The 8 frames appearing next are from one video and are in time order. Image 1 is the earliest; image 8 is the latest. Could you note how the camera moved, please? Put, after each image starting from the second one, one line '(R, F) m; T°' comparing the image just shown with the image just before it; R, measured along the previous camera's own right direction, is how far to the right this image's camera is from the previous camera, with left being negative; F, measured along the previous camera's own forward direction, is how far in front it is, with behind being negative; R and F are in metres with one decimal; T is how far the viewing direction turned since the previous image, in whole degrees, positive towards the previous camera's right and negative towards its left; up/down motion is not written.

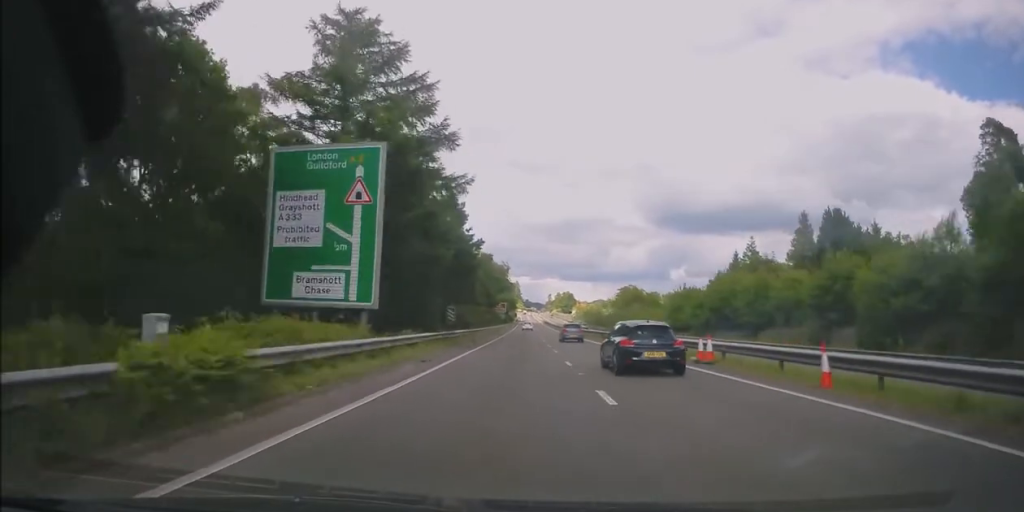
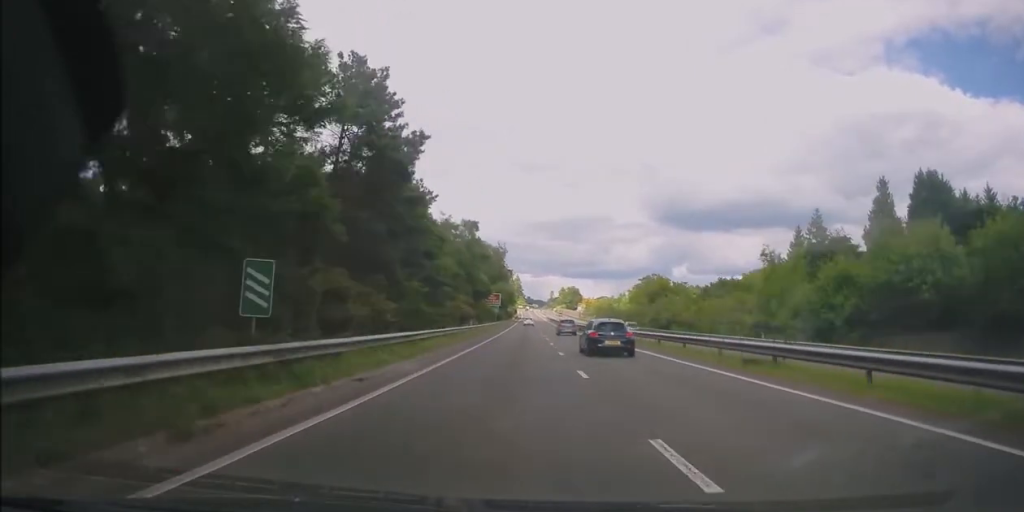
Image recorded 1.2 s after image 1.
(+0.3, +32.8) m; +1°
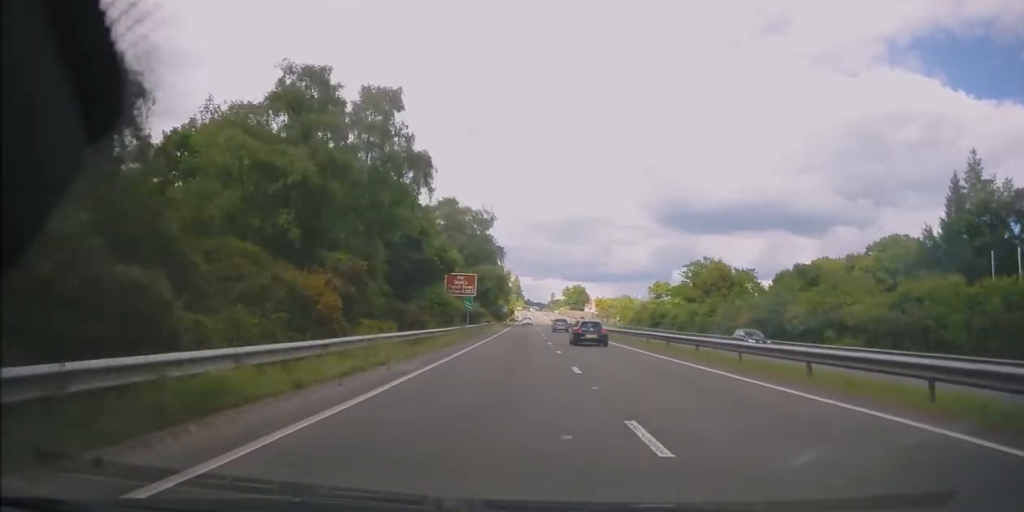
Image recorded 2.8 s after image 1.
(+0.1, +45.0) m; -1°
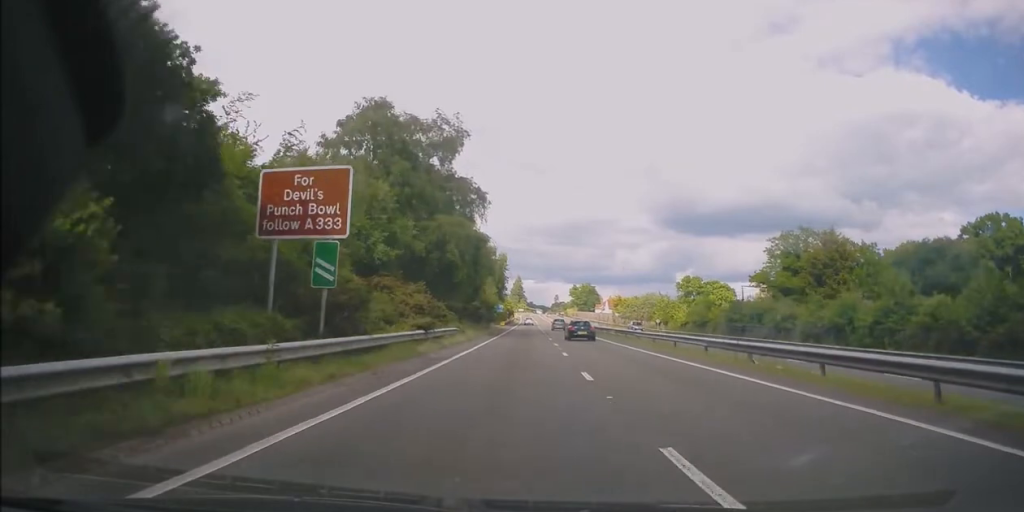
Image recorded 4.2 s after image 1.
(-0.1, +38.7) m; 0°
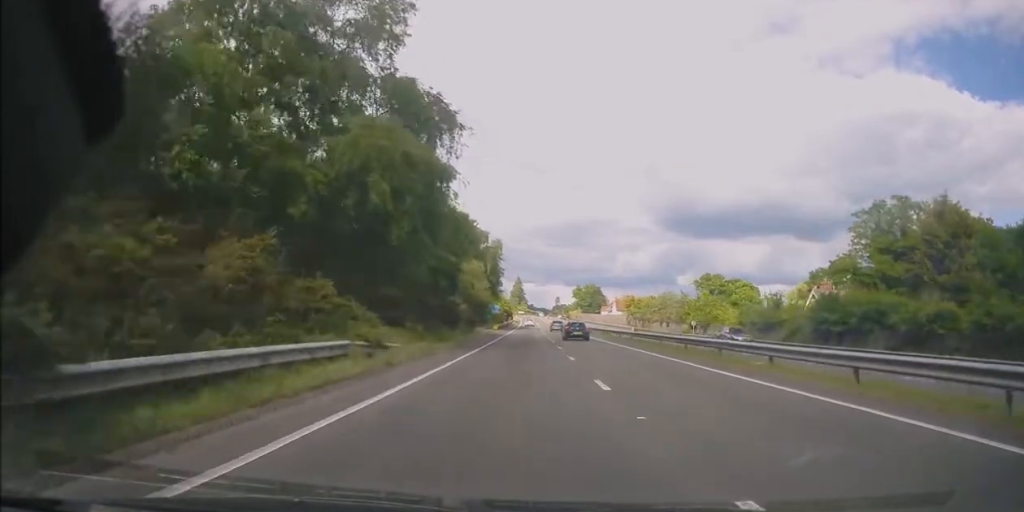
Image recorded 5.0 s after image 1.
(+0.1, +20.3) m; 0°
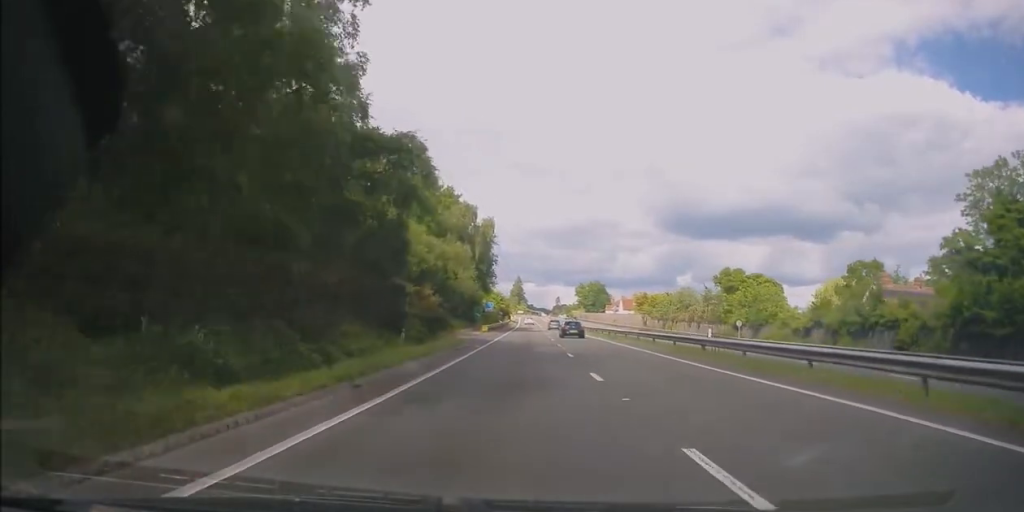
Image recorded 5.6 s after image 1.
(-0.2, +16.8) m; 0°
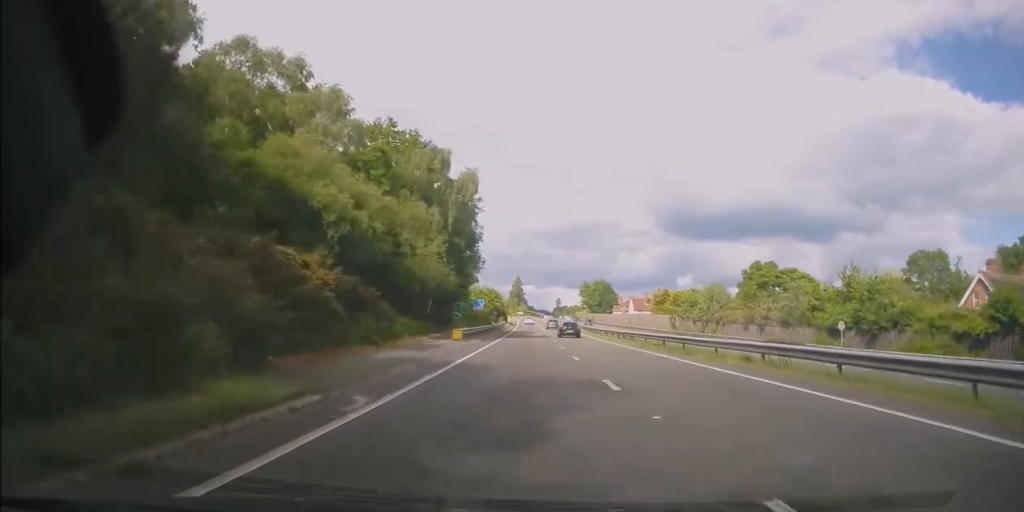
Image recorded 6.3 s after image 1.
(0.0, +20.5) m; 0°
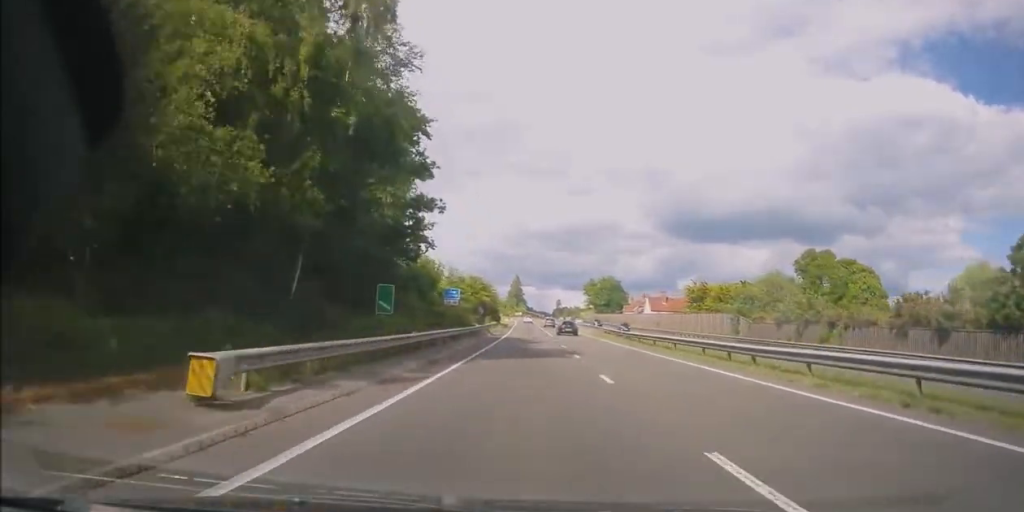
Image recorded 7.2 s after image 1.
(0.0, +26.1) m; 0°
